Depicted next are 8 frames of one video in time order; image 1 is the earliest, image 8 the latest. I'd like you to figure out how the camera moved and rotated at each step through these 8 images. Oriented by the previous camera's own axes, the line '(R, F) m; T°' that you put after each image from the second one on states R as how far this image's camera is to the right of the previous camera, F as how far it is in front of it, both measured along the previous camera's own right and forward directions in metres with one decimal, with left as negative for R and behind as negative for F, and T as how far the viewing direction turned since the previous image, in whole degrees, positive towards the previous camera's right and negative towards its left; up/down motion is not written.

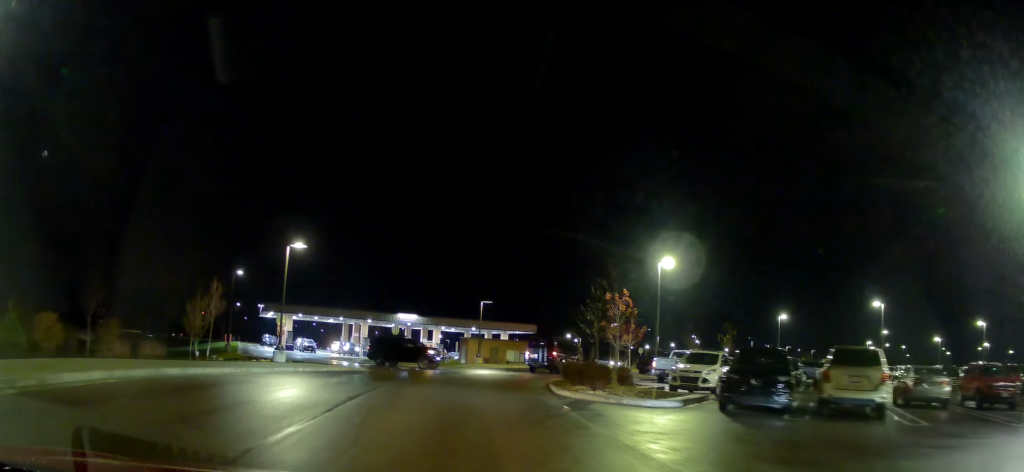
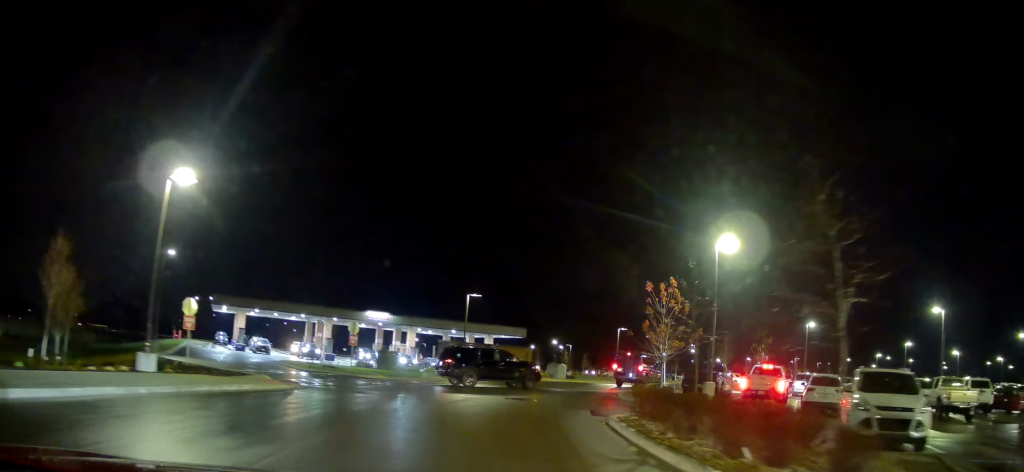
(-0.1, +10.9) m; -1°
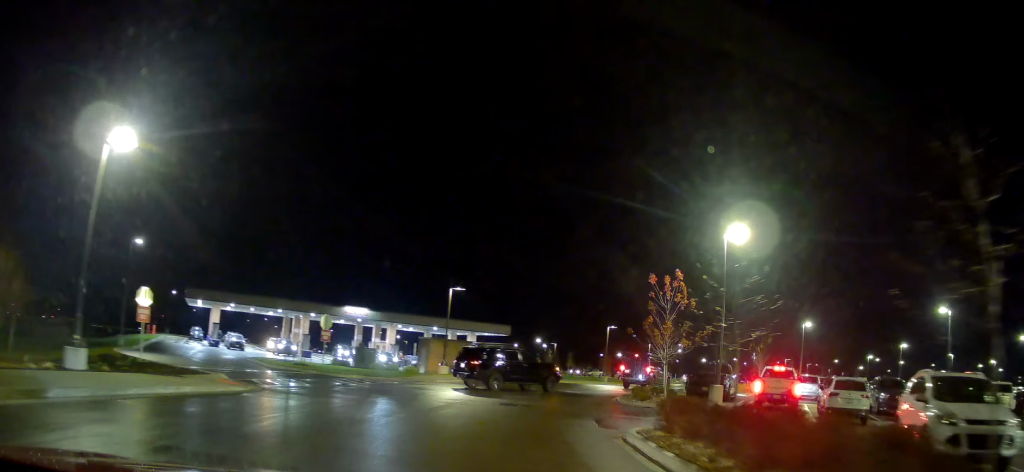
(0.0, +2.7) m; -1°
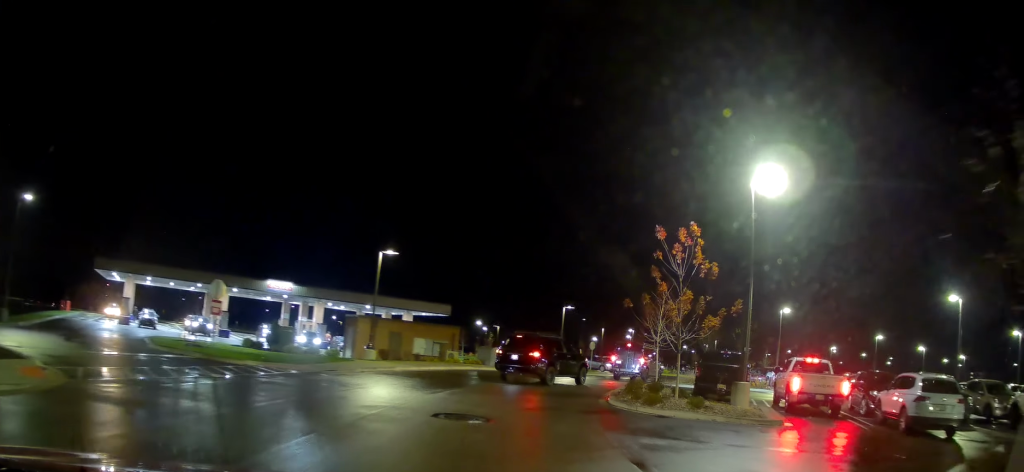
(+0.1, +7.5) m; +3°
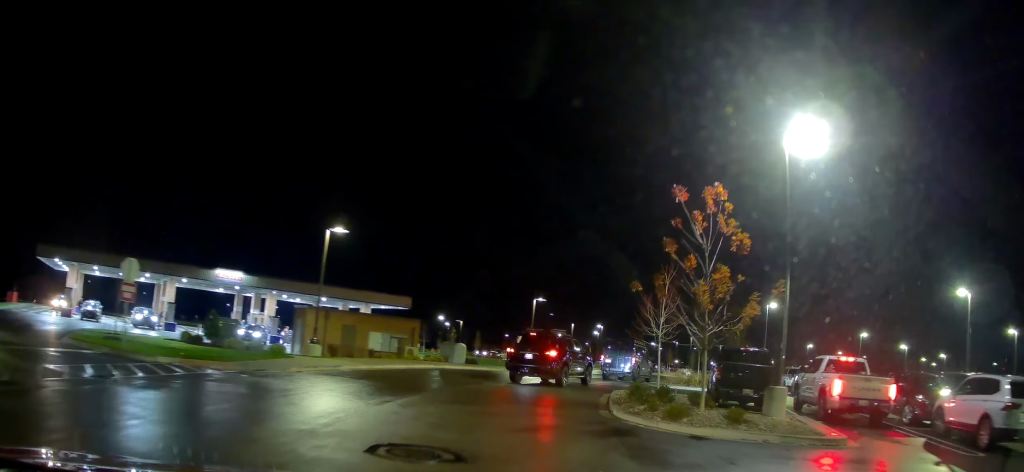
(+0.1, +4.4) m; +4°
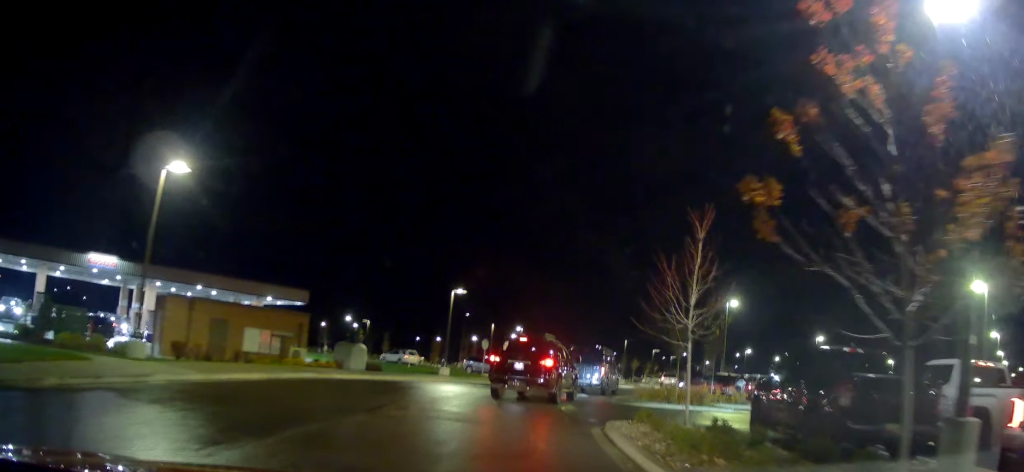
(+1.1, +9.0) m; +11°
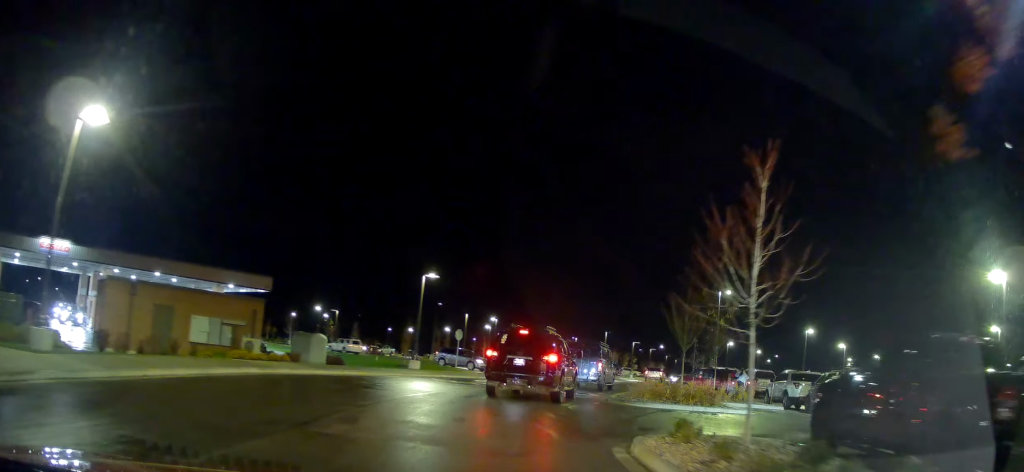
(+0.1, +3.6) m; +2°
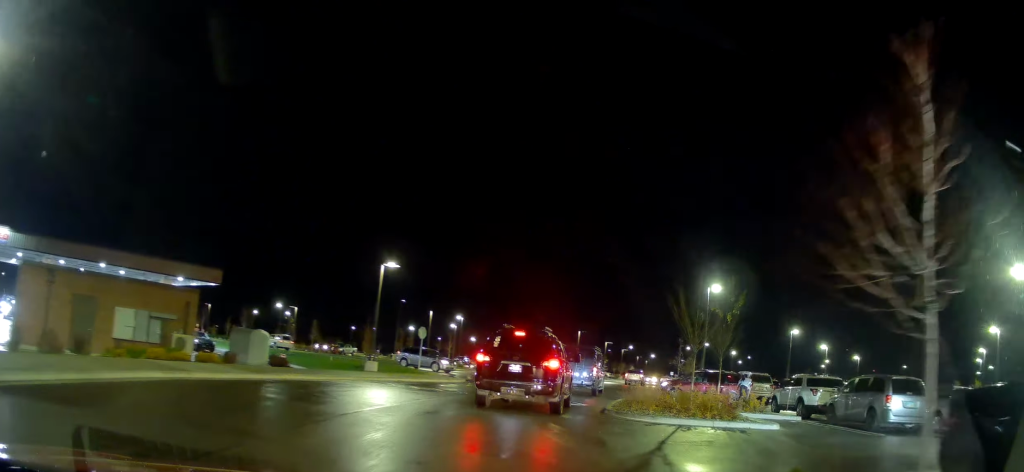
(0.0, +4.3) m; +2°
